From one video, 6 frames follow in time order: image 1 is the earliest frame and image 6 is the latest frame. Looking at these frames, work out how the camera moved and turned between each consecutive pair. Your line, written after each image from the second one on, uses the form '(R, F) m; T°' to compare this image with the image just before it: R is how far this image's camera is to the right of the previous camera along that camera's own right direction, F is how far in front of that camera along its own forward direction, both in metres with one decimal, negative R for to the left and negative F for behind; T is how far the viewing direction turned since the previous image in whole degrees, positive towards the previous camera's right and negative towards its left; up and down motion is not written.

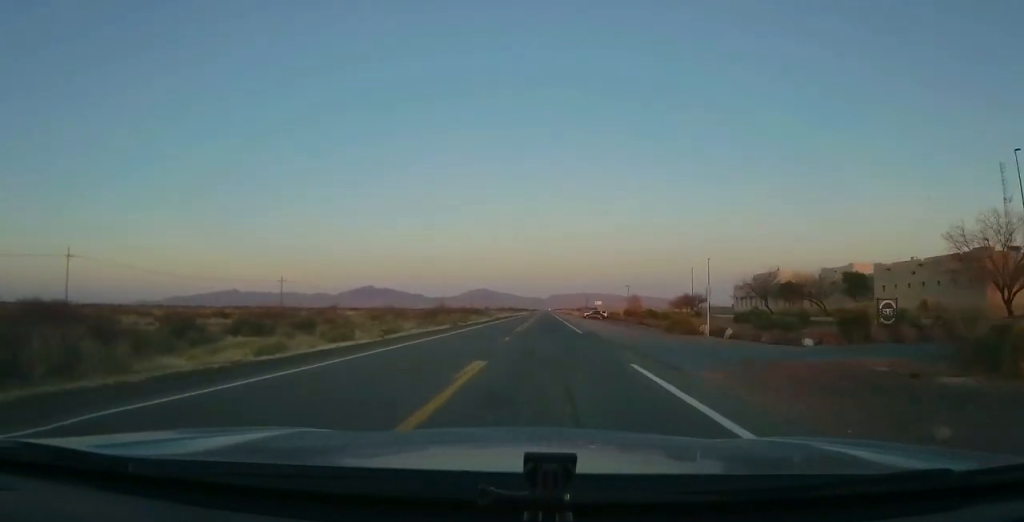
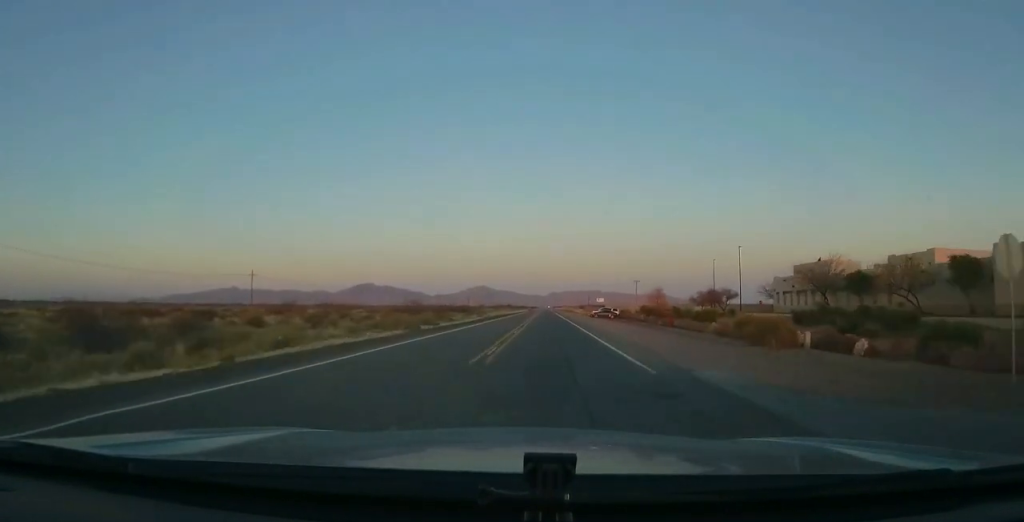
(-0.2, +19.3) m; -1°
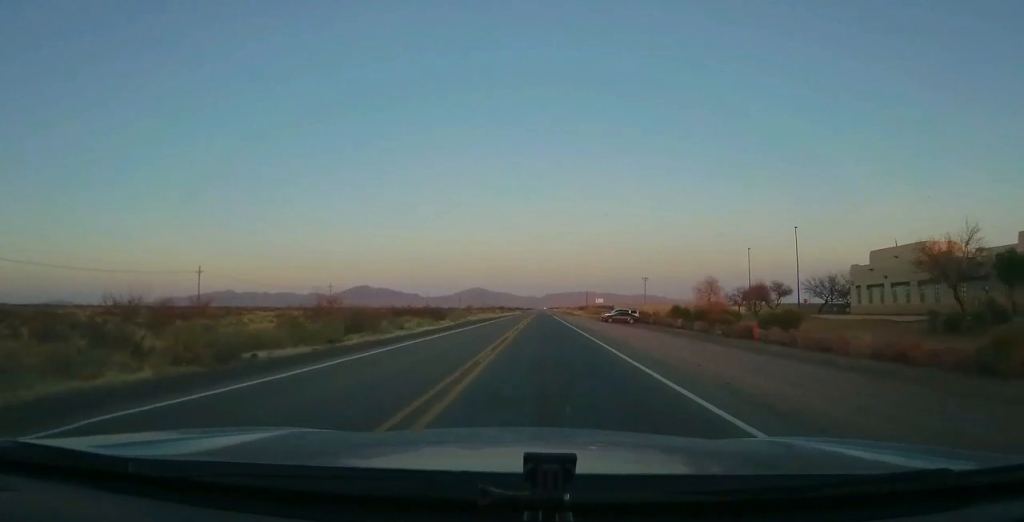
(0.0, +25.2) m; 0°
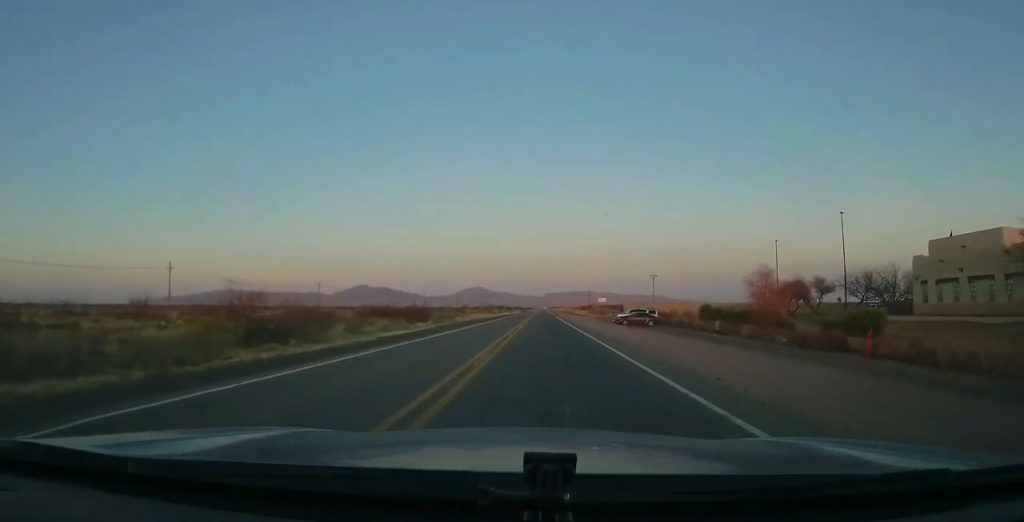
(0.0, +12.6) m; 0°
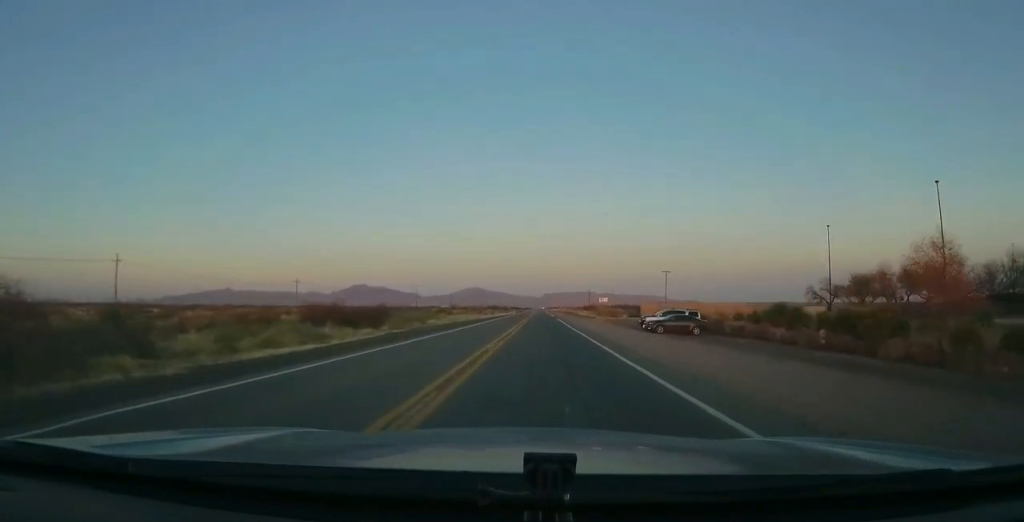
(0.0, +18.5) m; 0°
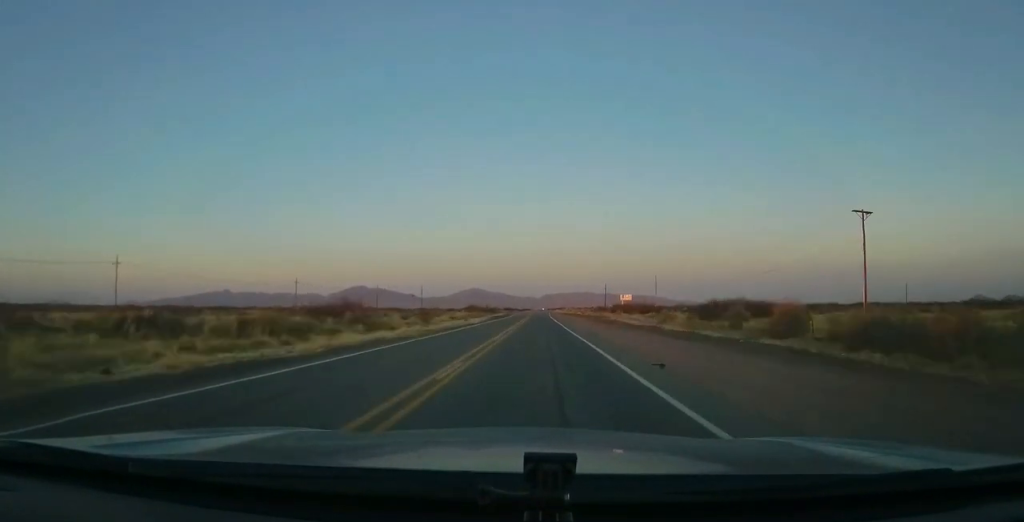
(+1.2, +91.7) m; 0°
